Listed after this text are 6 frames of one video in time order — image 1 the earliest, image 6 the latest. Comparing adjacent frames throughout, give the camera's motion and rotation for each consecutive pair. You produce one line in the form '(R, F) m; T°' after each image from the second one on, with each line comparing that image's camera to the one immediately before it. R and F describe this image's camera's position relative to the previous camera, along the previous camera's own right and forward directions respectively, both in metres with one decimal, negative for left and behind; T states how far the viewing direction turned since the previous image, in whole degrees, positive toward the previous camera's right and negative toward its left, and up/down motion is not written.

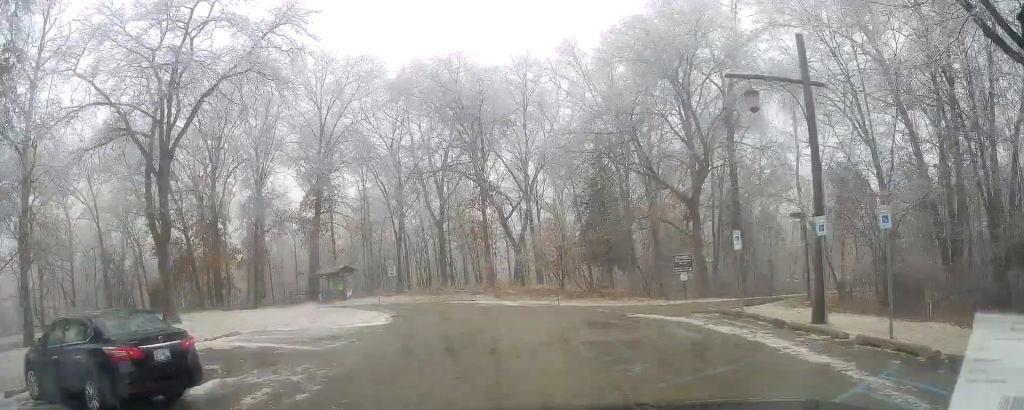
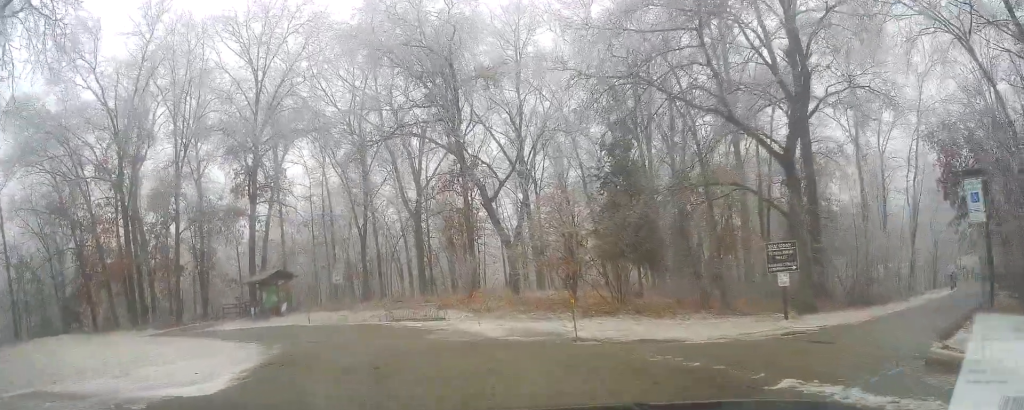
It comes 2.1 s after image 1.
(-1.1, +11.7) m; -5°
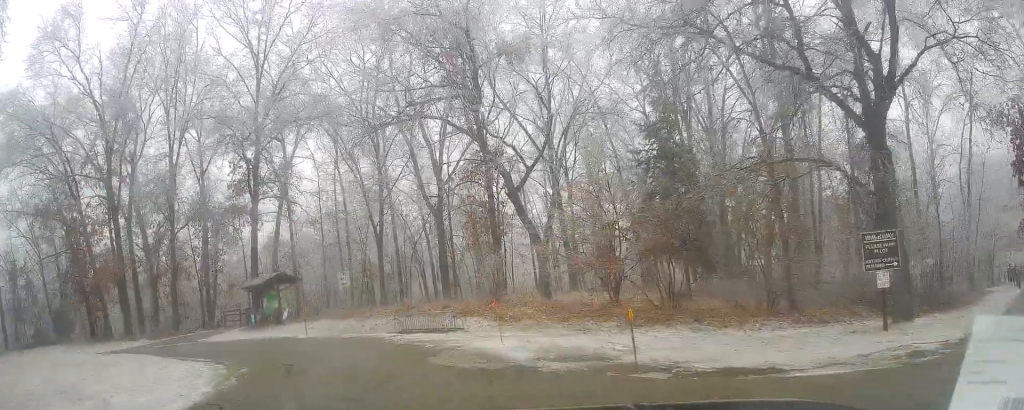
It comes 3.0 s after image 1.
(-0.1, +4.8) m; -1°
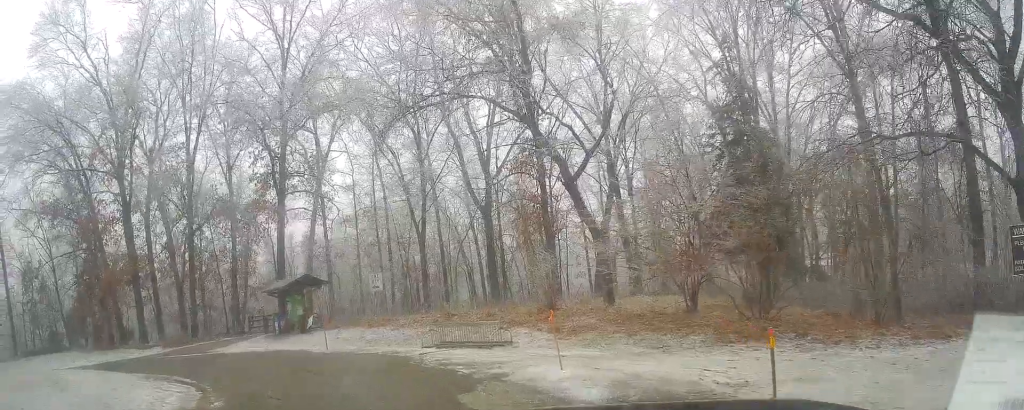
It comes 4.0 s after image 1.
(0.0, +4.5) m; -9°
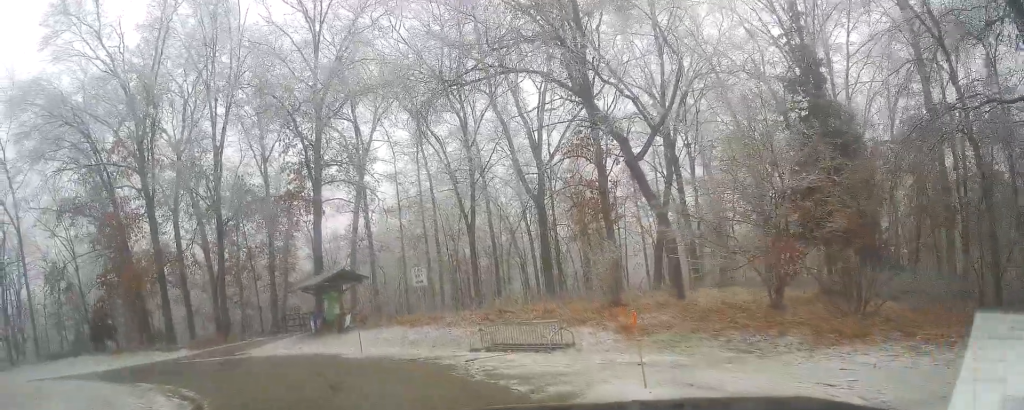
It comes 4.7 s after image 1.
(-0.6, +2.3) m; -4°
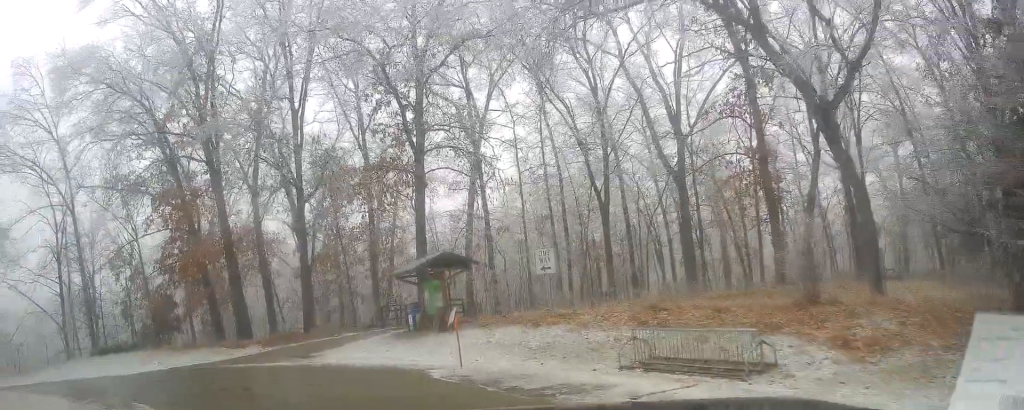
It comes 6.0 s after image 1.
(+0.4, +4.1) m; -1°
